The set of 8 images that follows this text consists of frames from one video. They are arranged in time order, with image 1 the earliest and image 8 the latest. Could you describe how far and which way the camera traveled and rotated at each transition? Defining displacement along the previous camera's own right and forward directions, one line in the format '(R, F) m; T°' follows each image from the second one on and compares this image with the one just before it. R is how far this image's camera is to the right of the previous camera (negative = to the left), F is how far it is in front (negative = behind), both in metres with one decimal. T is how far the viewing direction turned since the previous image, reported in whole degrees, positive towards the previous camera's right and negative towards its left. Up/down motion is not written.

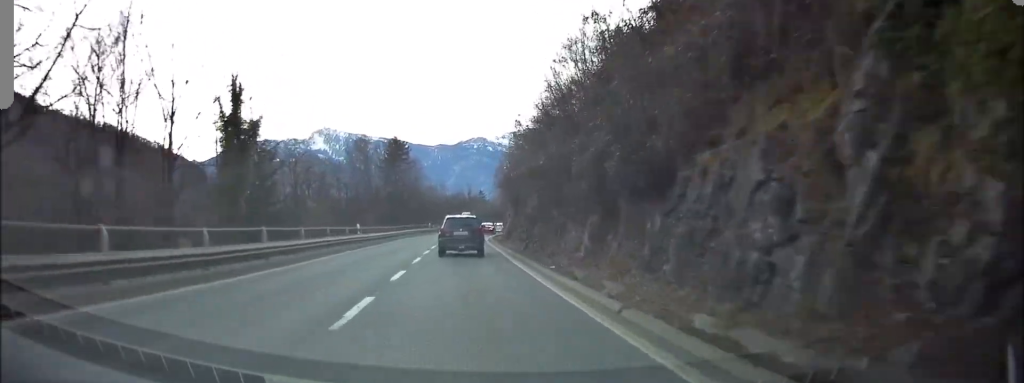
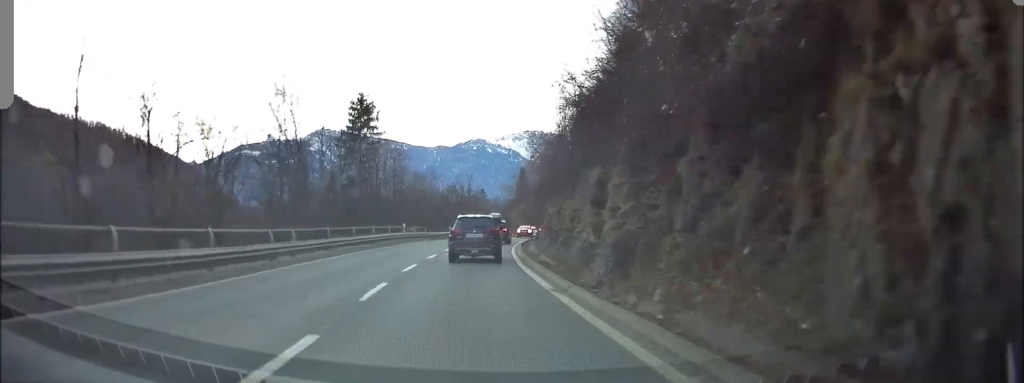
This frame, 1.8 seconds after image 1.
(+0.3, +28.4) m; +2°
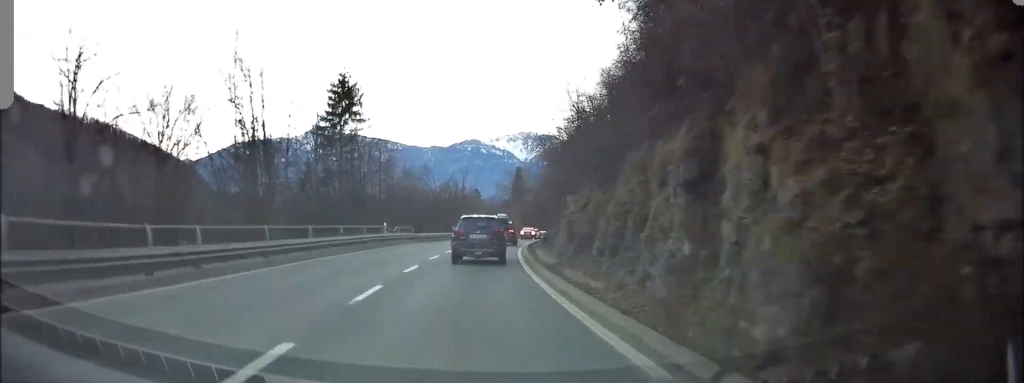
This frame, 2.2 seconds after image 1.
(+0.1, +6.6) m; +1°
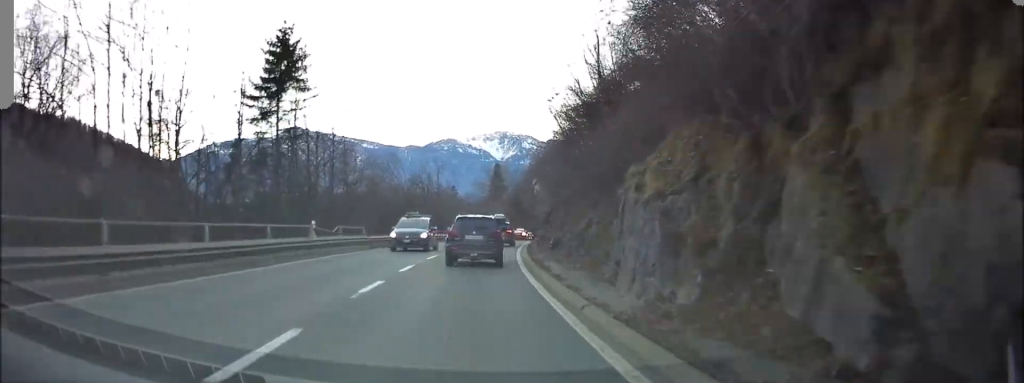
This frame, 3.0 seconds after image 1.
(+0.1, +11.5) m; +1°
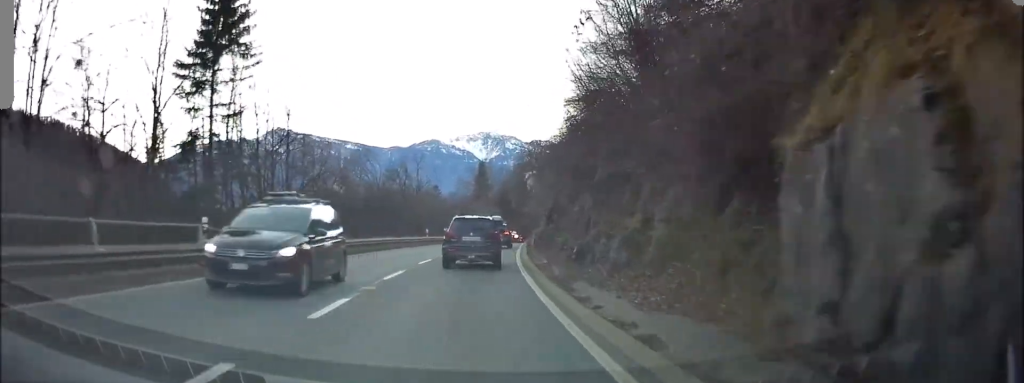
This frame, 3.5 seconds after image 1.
(-0.1, +7.9) m; +1°
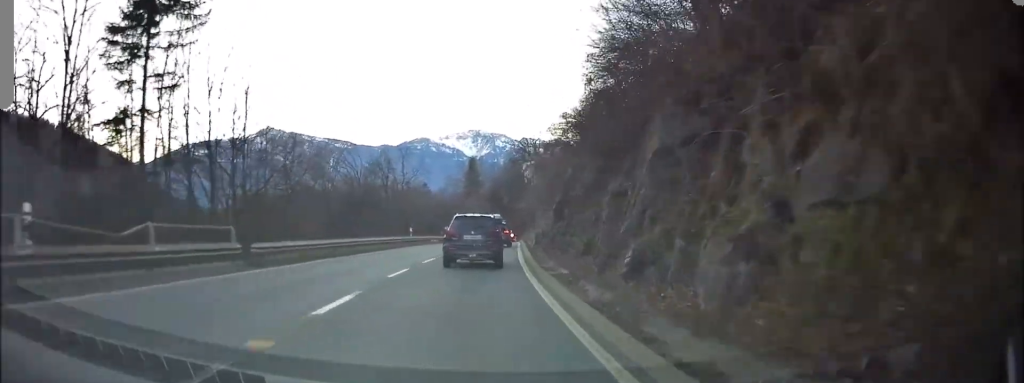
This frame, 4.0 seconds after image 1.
(+0.1, +6.3) m; +1°
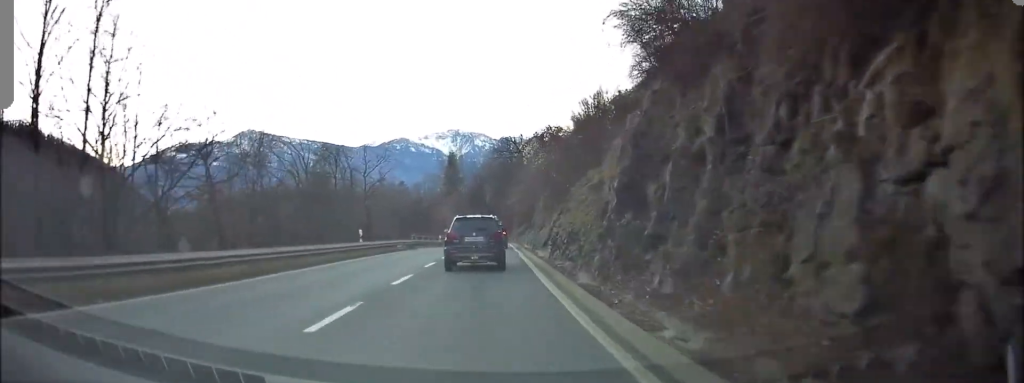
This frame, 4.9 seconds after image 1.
(+0.3, +13.4) m; +2°
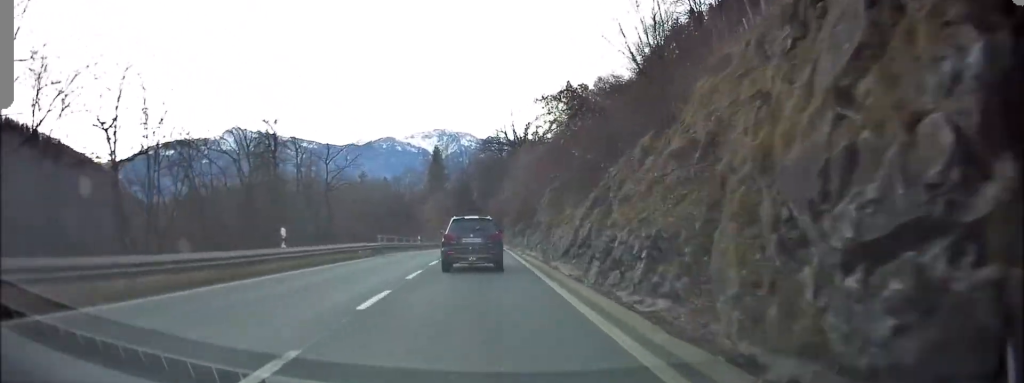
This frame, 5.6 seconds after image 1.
(+0.2, +9.8) m; +1°
